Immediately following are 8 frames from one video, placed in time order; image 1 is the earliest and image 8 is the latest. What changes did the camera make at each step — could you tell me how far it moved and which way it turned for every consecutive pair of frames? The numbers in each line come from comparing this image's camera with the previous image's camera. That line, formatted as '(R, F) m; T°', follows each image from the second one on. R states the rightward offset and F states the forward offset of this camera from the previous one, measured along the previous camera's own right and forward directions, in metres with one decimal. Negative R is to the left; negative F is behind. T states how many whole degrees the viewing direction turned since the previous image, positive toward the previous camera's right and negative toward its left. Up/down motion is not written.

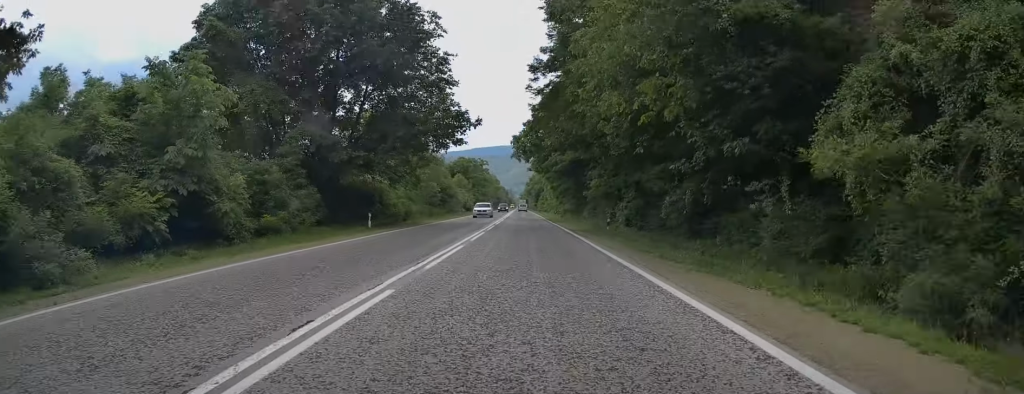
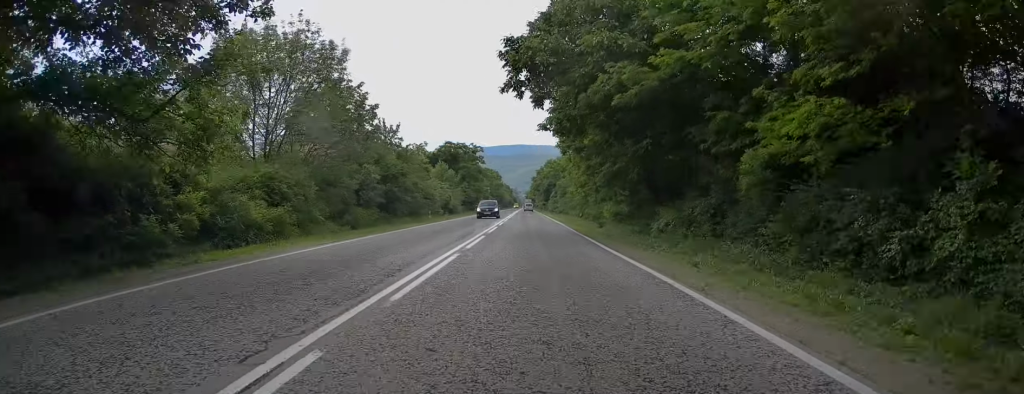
(-0.5, +30.2) m; -1°
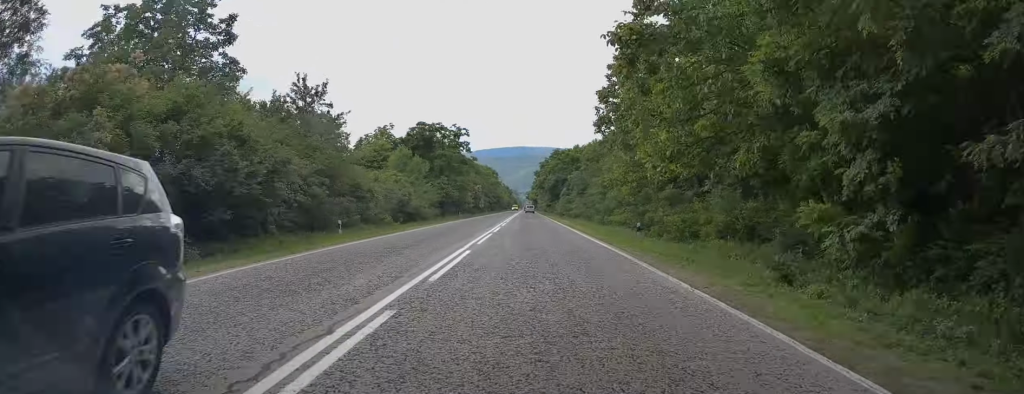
(-0.1, +25.7) m; 0°
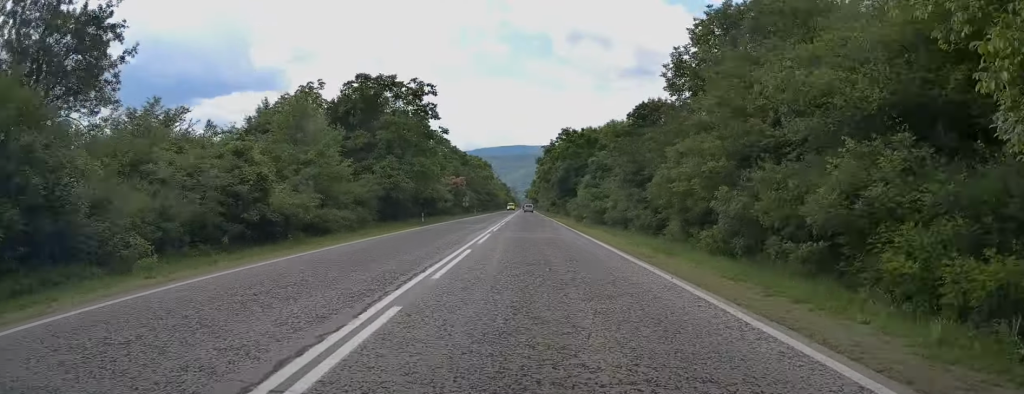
(+0.2, +26.5) m; 0°
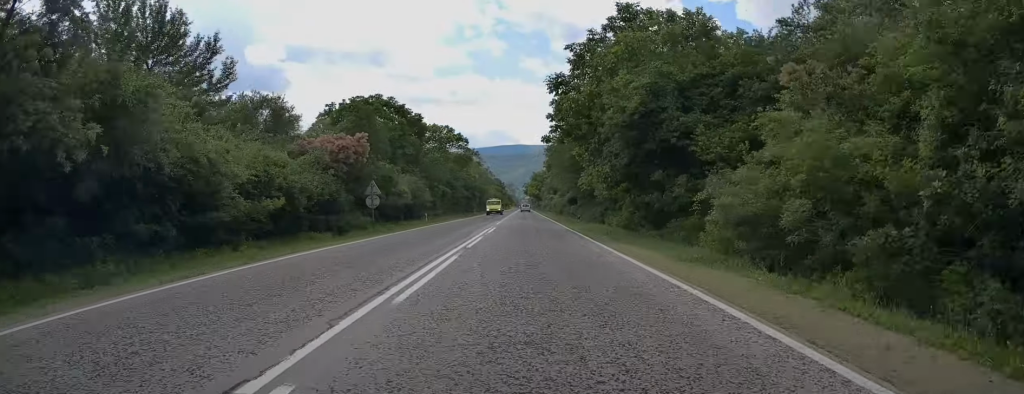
(-0.1, +47.2) m; 0°
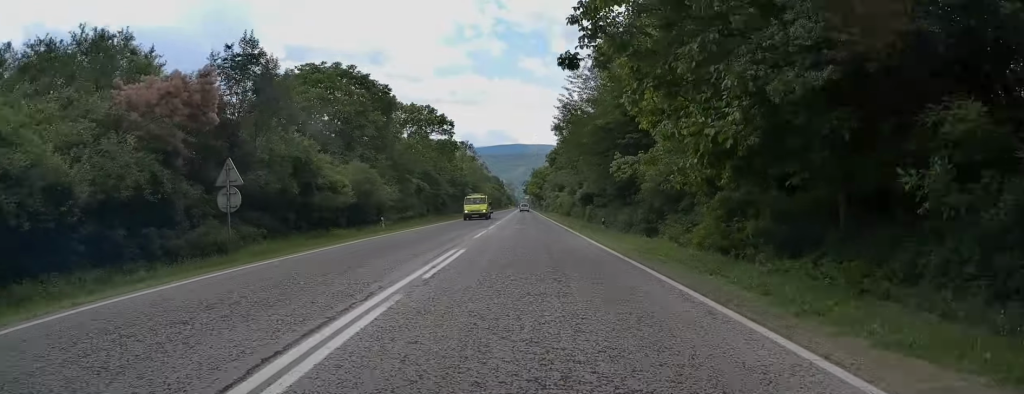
(-0.1, +15.6) m; 0°
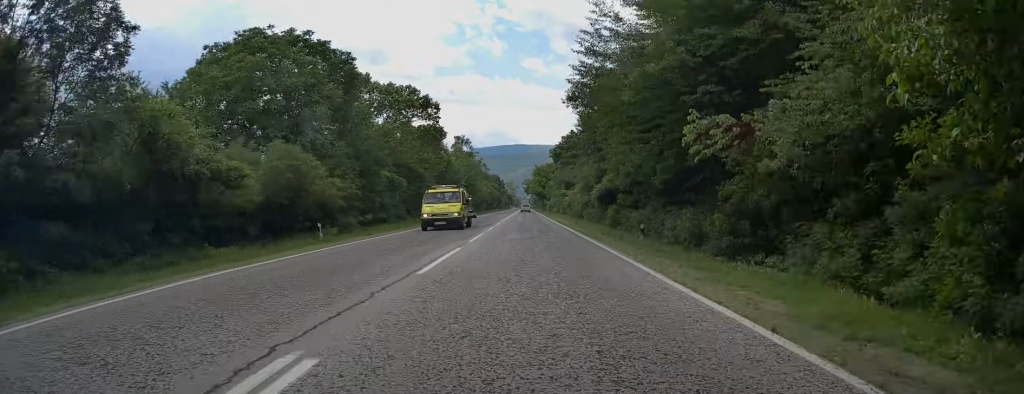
(0.0, +11.3) m; 0°
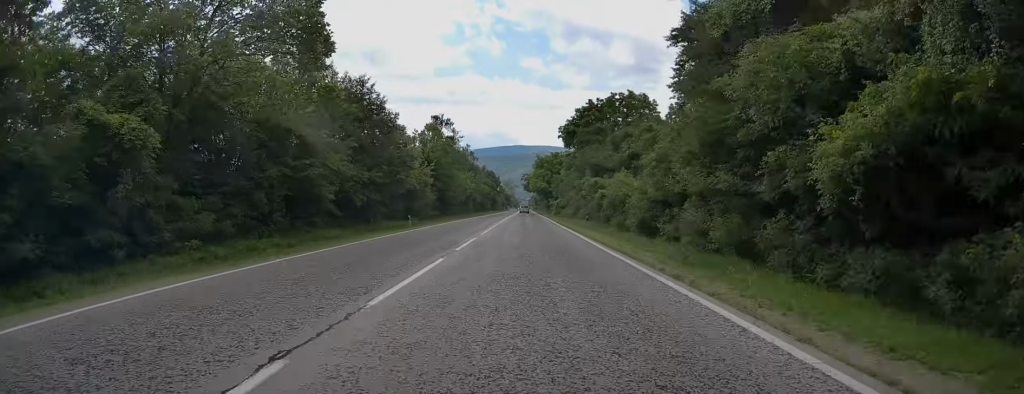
(0.0, +30.3) m; 0°
